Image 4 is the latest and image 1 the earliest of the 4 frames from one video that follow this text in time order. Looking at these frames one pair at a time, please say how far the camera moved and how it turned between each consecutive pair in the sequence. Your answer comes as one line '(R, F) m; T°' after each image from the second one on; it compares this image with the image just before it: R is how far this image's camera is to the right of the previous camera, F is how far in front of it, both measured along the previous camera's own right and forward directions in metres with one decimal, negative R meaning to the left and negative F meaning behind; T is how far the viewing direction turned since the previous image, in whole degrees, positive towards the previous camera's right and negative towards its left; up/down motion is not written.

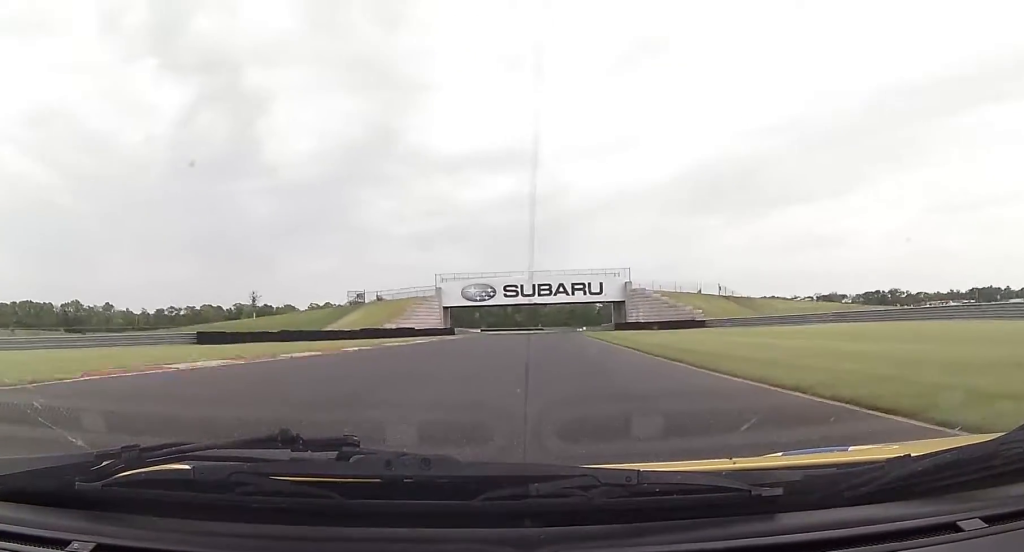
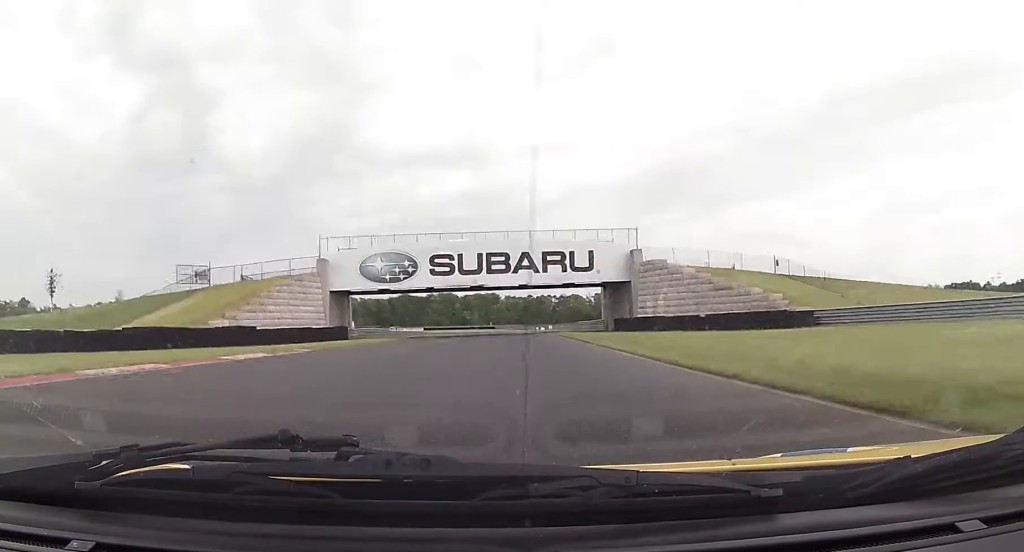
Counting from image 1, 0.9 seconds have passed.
(+2.6, +37.2) m; +4°
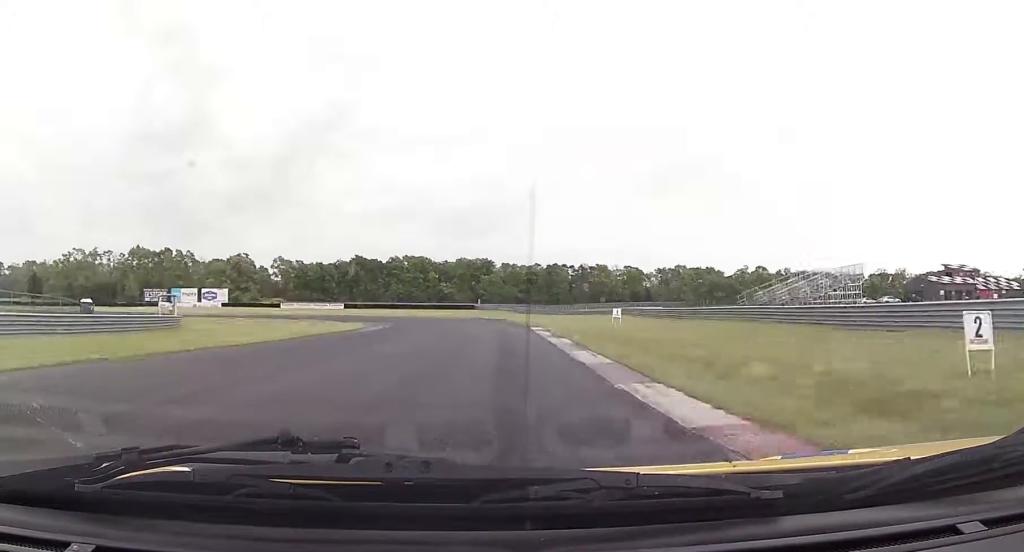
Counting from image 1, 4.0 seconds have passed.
(+4.1, +130.2) m; +2°
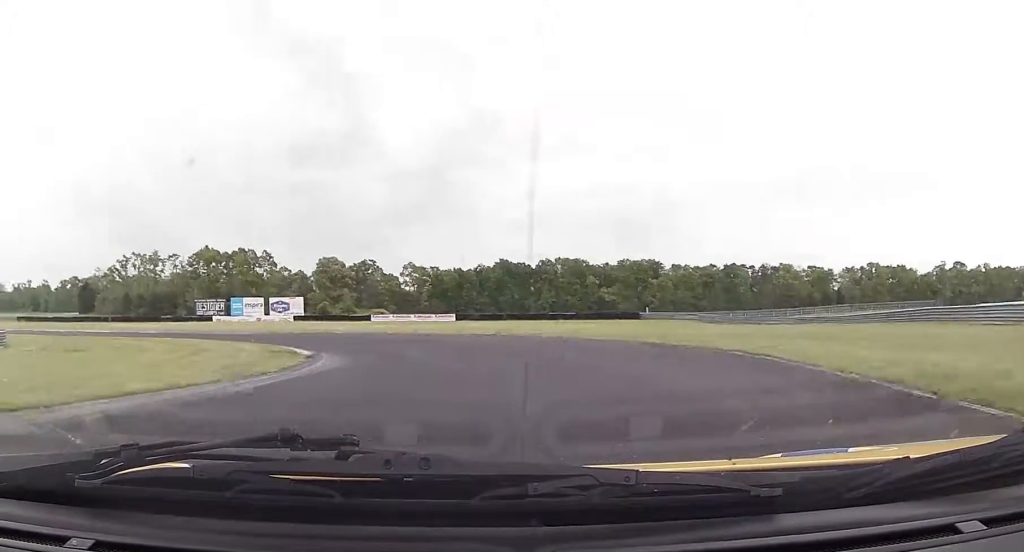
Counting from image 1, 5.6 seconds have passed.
(-2.9, +45.3) m; -13°
